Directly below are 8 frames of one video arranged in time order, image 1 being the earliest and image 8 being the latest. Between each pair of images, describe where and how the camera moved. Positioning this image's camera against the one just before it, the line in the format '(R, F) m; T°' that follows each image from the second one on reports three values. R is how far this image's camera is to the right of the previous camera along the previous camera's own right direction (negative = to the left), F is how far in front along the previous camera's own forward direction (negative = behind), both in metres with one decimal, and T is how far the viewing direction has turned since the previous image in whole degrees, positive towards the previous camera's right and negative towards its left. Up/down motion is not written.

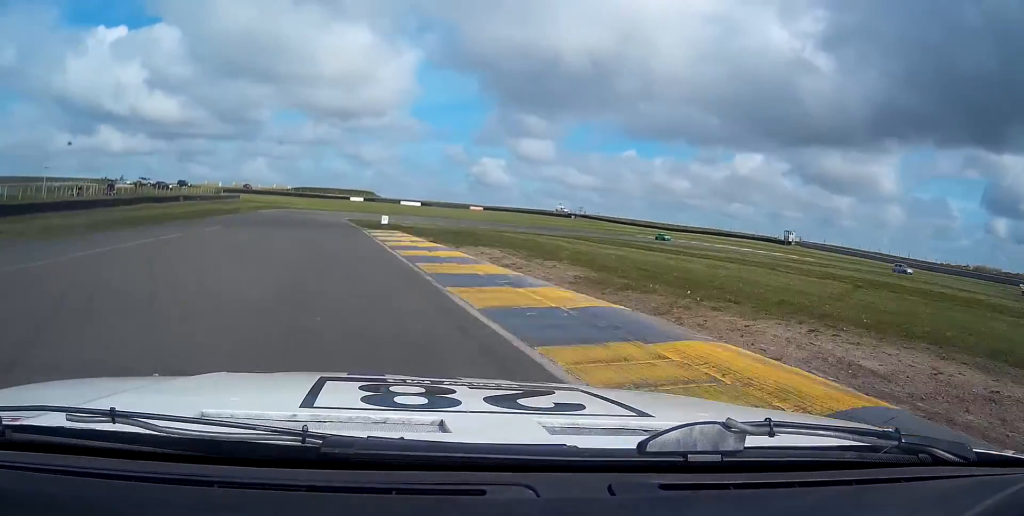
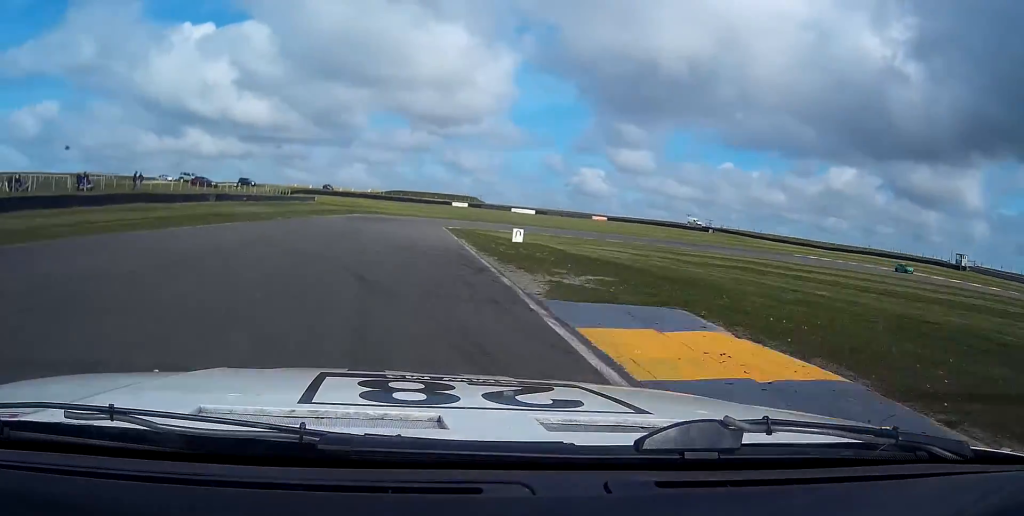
(-2.6, +32.3) m; -7°
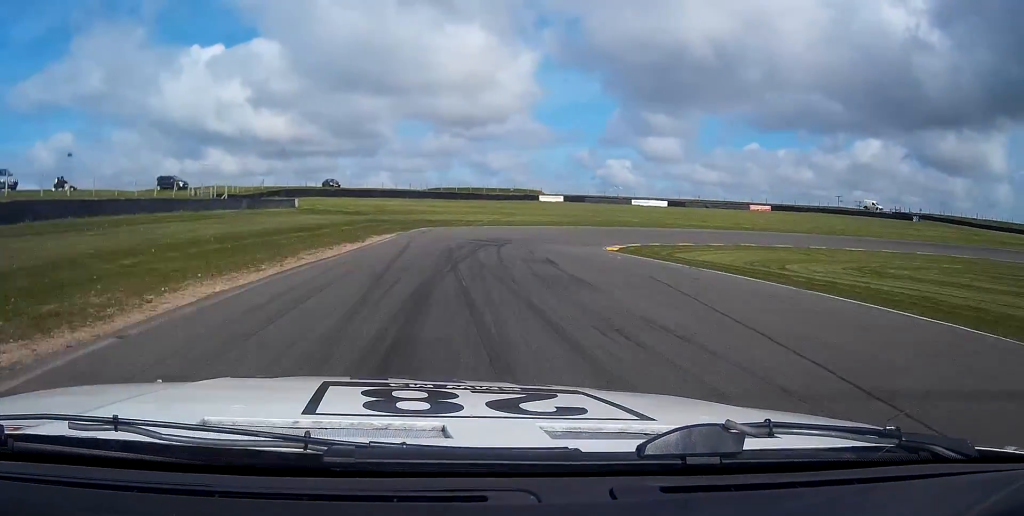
(-5.0, +72.8) m; -3°
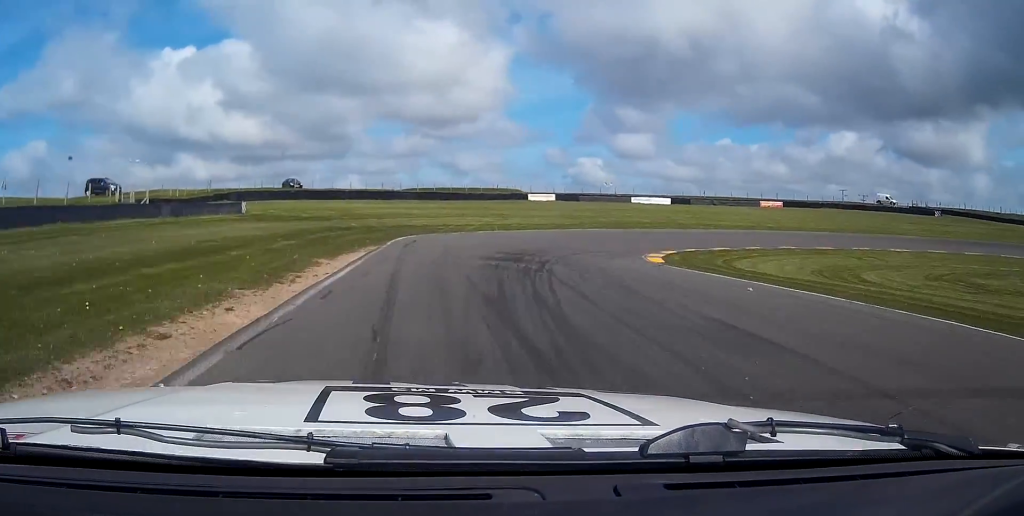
(-0.2, +14.3) m; +2°
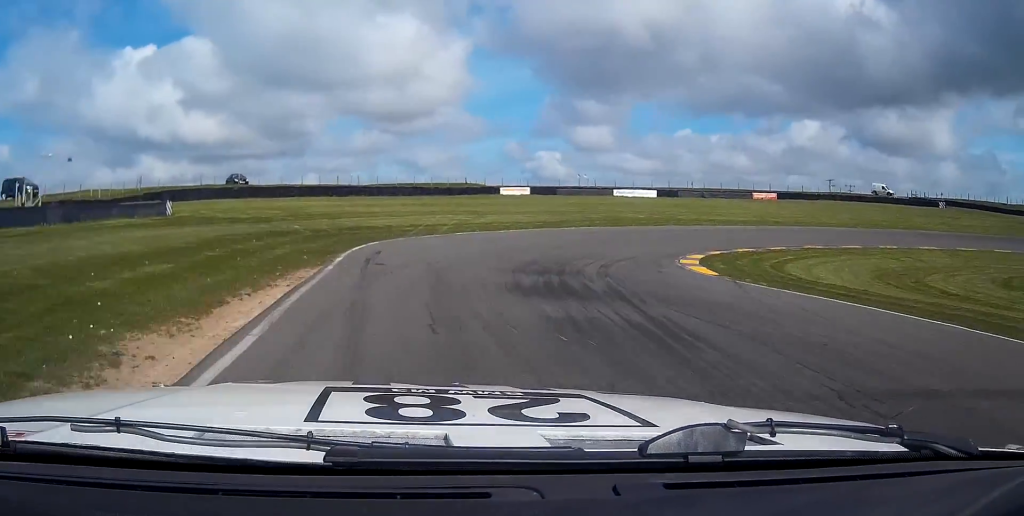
(+0.4, +10.2) m; +4°
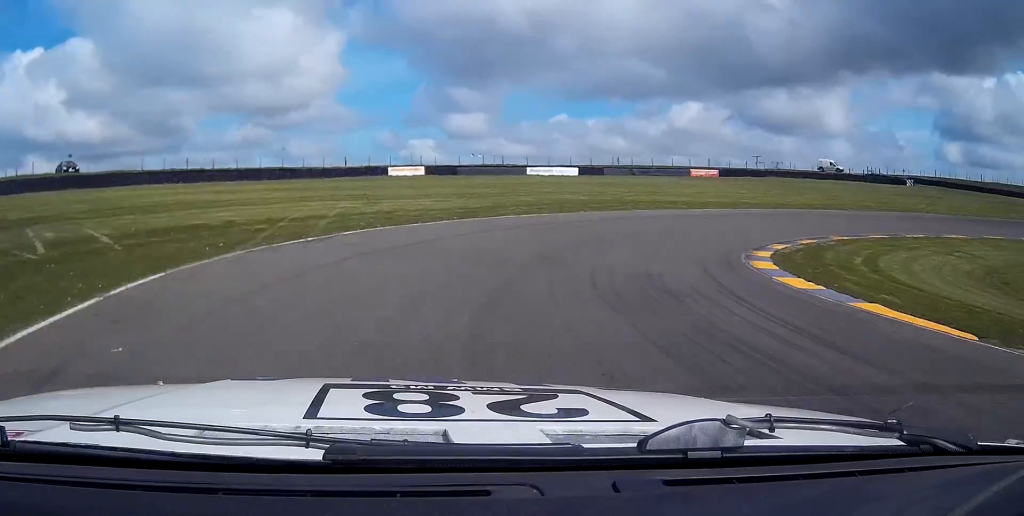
(+0.7, +18.8) m; +11°
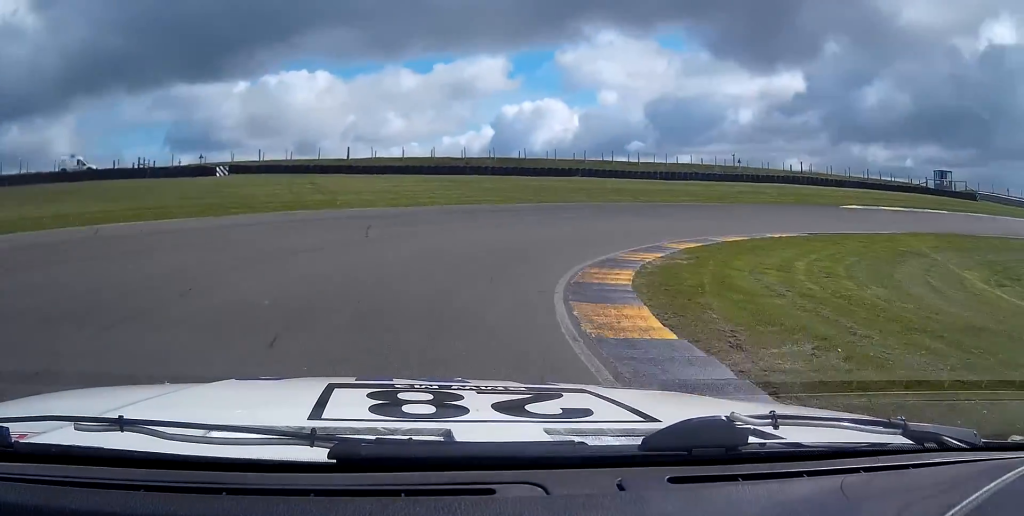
(+18.1, +35.9) m; +60°
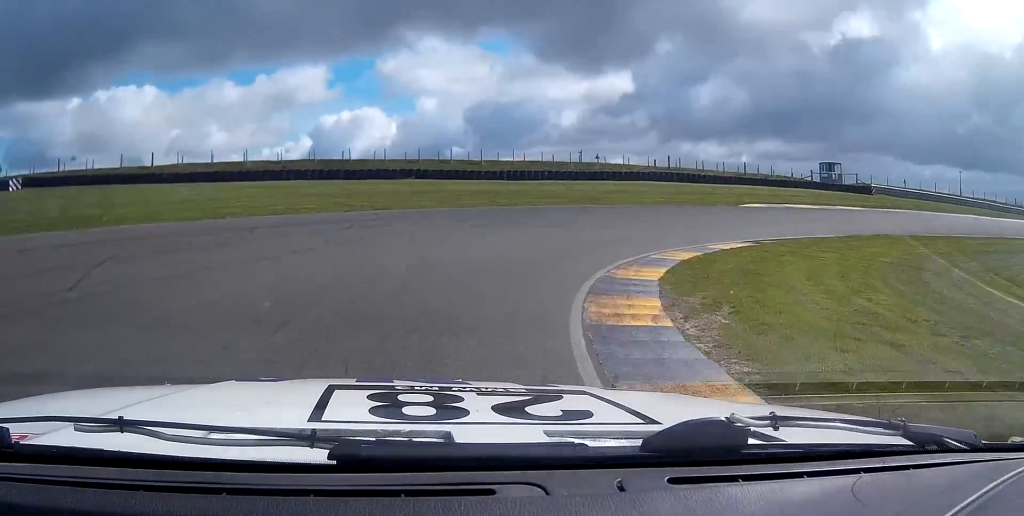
(+1.6, +9.3) m; +18°
